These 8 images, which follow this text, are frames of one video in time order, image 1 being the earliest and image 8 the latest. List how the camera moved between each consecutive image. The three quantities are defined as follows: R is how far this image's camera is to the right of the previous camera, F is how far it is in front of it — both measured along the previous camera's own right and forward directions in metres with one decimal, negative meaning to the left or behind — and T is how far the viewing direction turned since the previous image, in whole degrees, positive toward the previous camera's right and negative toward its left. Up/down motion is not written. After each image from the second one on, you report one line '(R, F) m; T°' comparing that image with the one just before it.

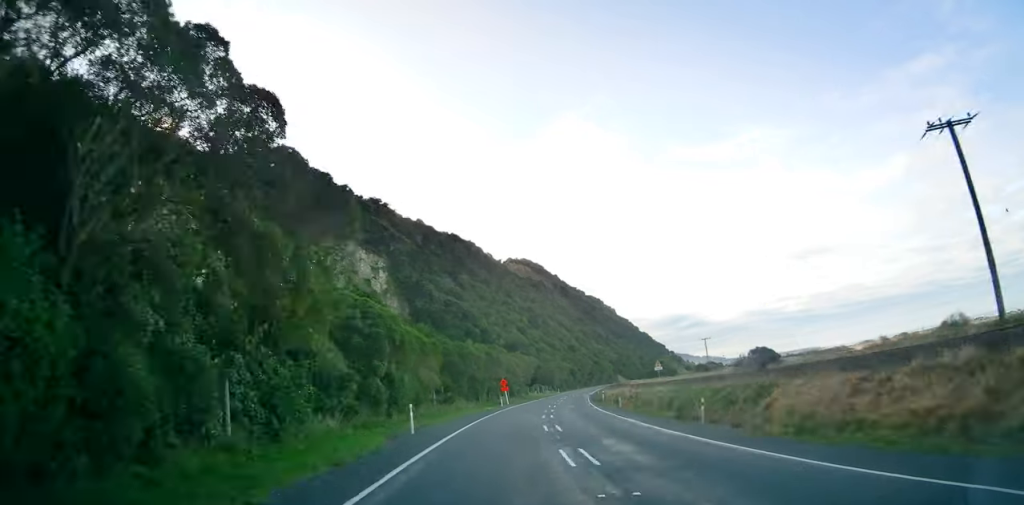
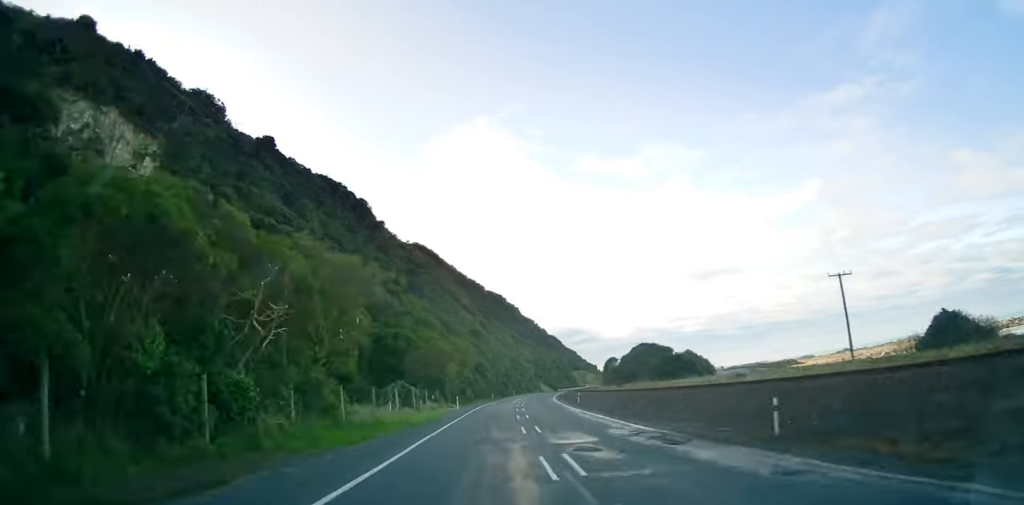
(+8.3, +79.9) m; +10°
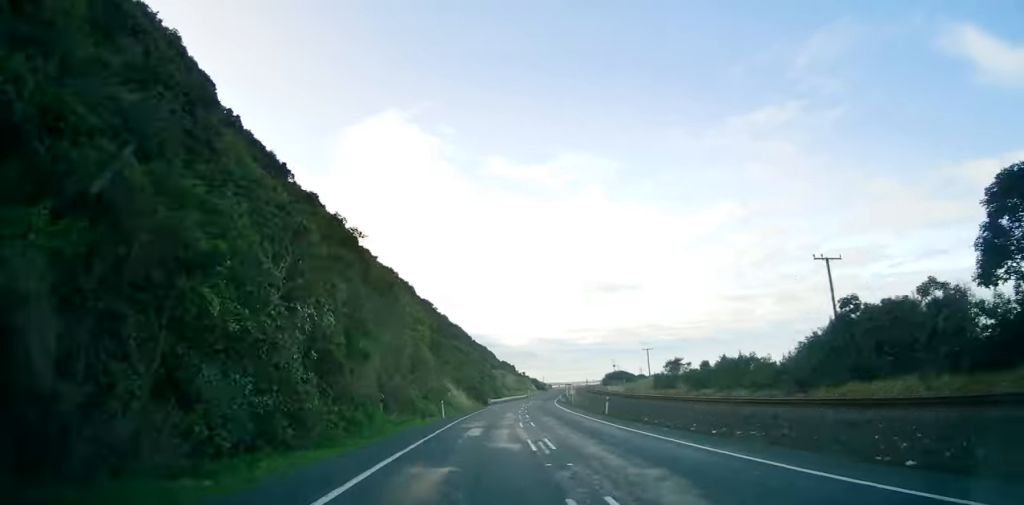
(+8.1, +111.6) m; +9°
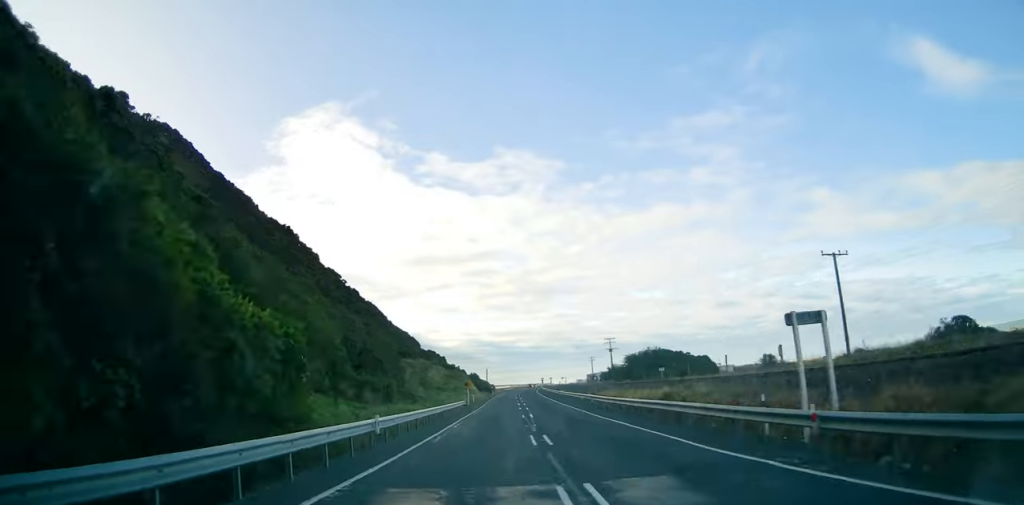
(+6.9, +87.3) m; +7°
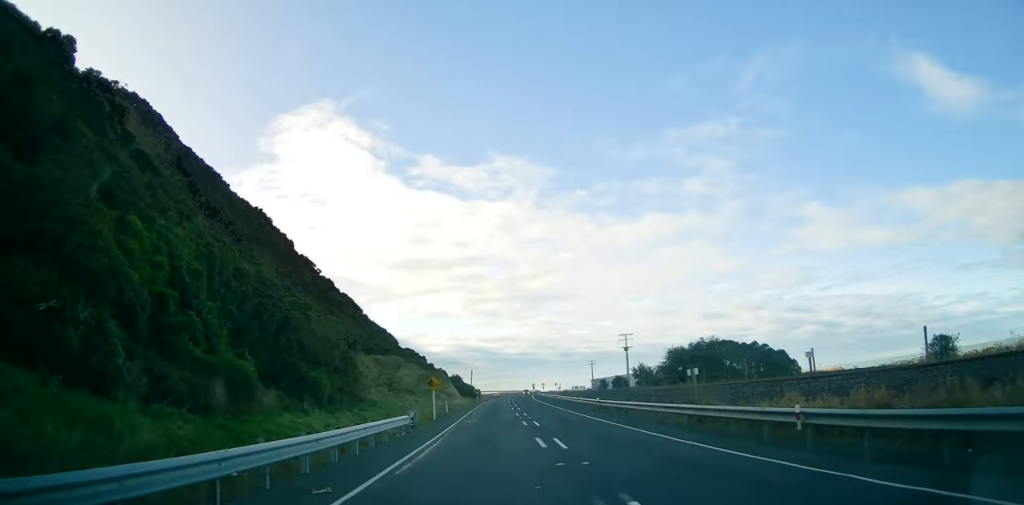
(+0.1, +25.3) m; +1°
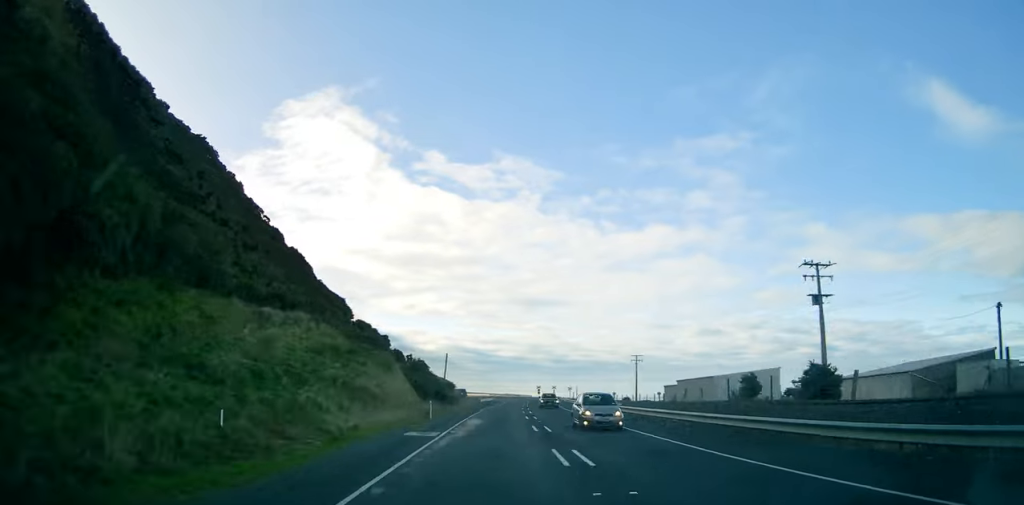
(+0.9, +63.1) m; +2°
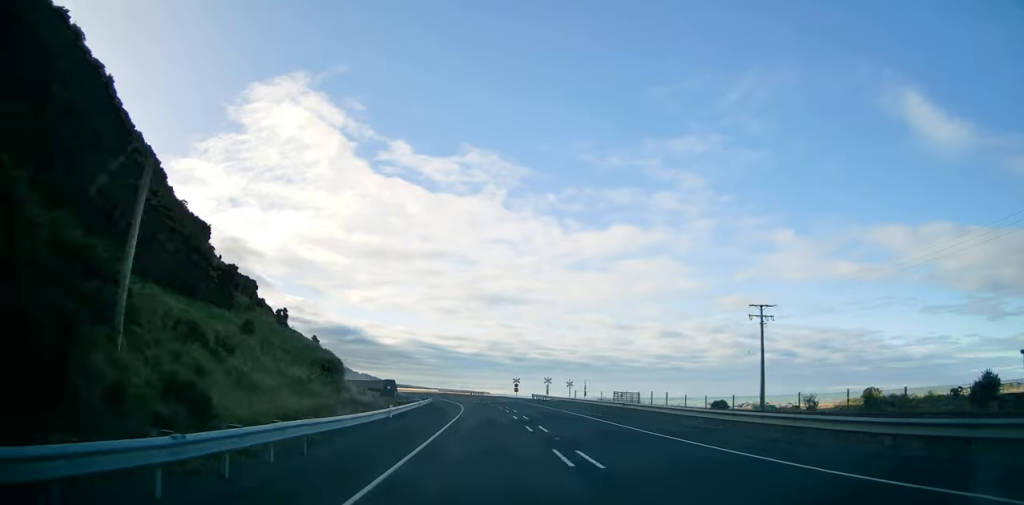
(+2.2, +68.8) m; 0°
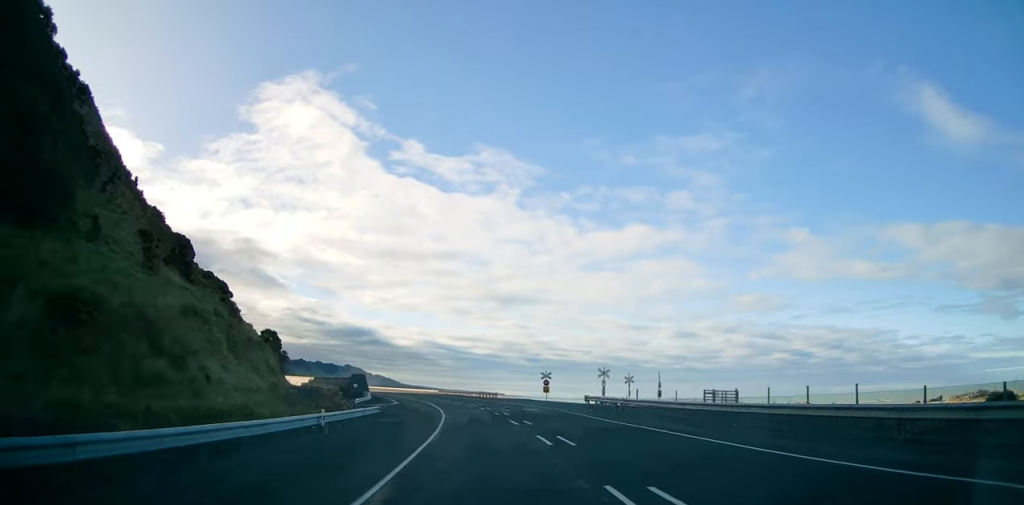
(+0.5, +35.2) m; -2°
